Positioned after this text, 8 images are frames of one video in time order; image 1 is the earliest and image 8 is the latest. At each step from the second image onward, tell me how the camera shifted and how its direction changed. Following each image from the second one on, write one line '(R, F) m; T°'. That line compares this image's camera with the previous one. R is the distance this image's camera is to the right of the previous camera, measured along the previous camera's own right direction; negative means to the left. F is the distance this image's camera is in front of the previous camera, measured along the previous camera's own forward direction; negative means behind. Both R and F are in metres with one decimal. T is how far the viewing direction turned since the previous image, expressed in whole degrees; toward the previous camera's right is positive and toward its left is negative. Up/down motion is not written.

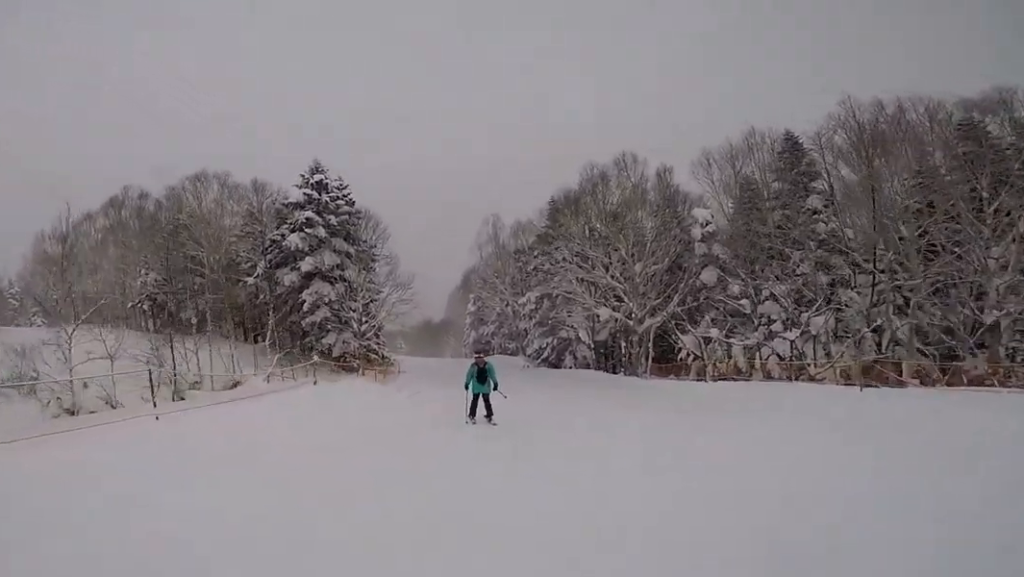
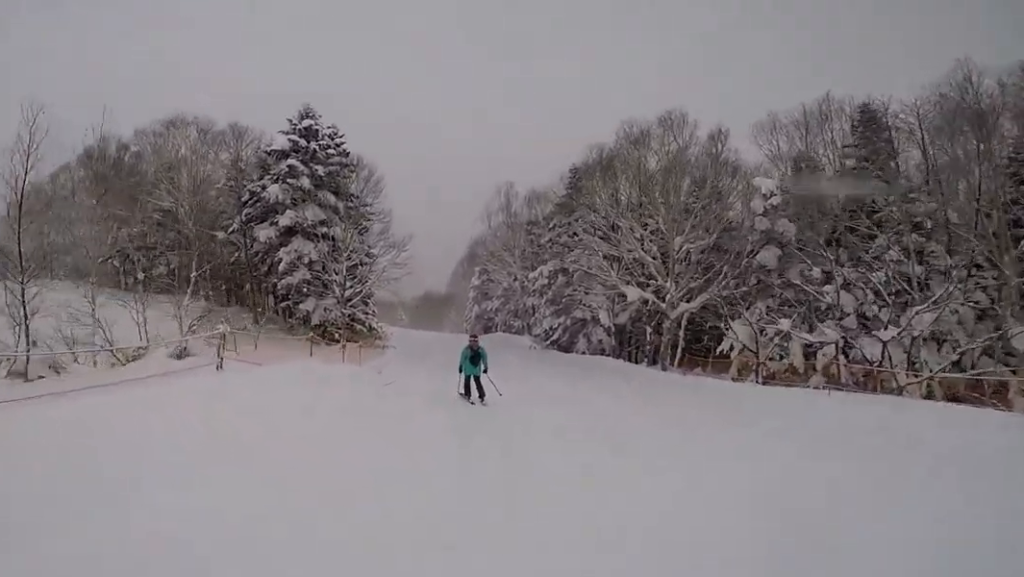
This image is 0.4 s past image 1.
(+0.2, +3.9) m; 0°
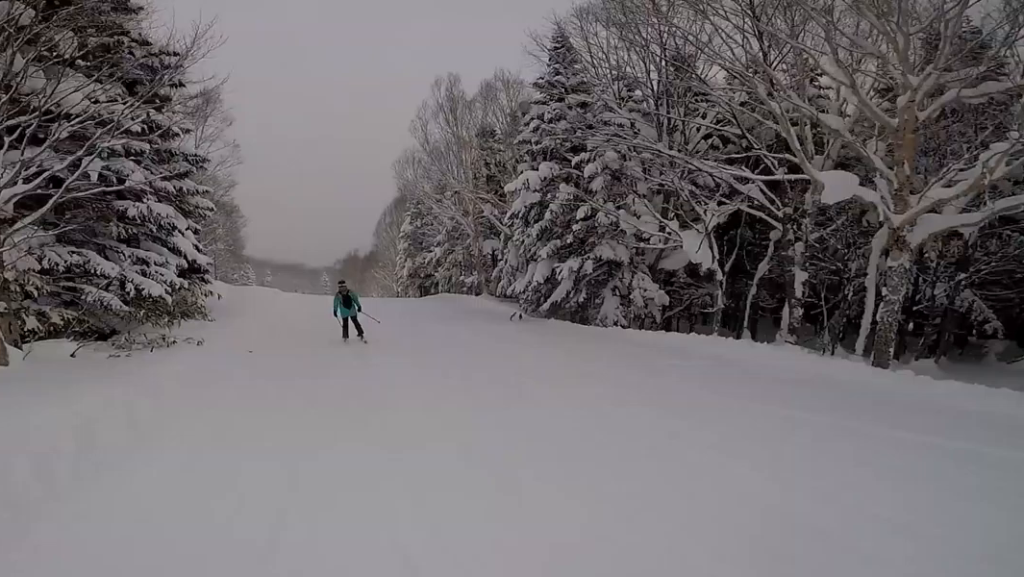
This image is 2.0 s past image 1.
(-0.6, +14.4) m; -8°
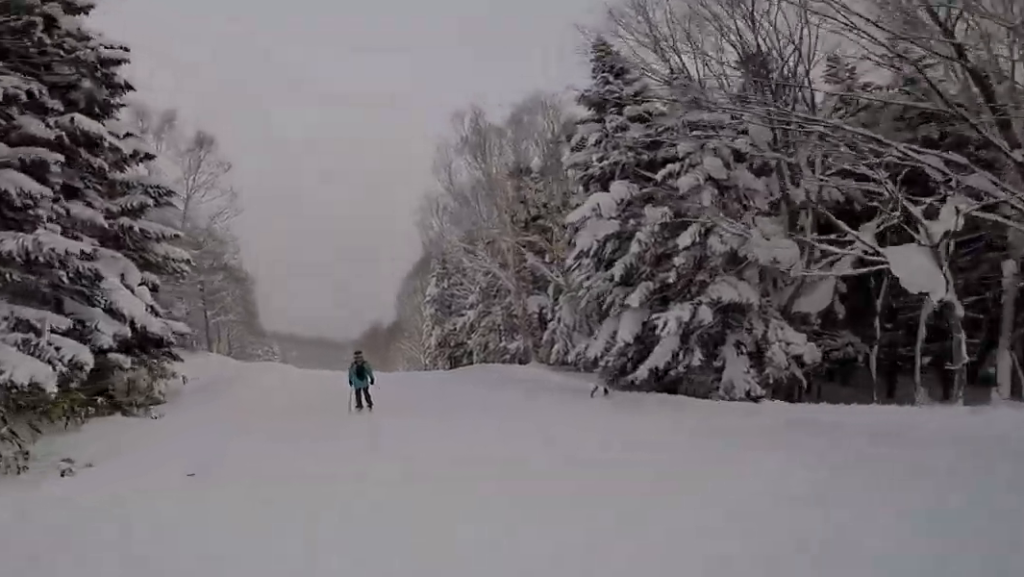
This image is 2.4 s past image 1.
(-0.3, +4.4) m; 0°
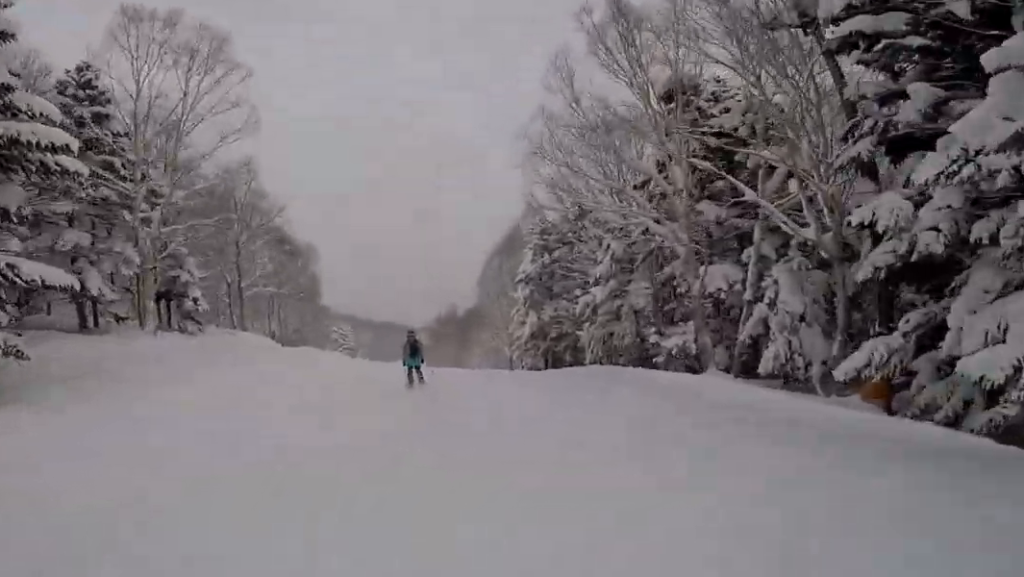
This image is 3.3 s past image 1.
(0.0, +7.9) m; -2°
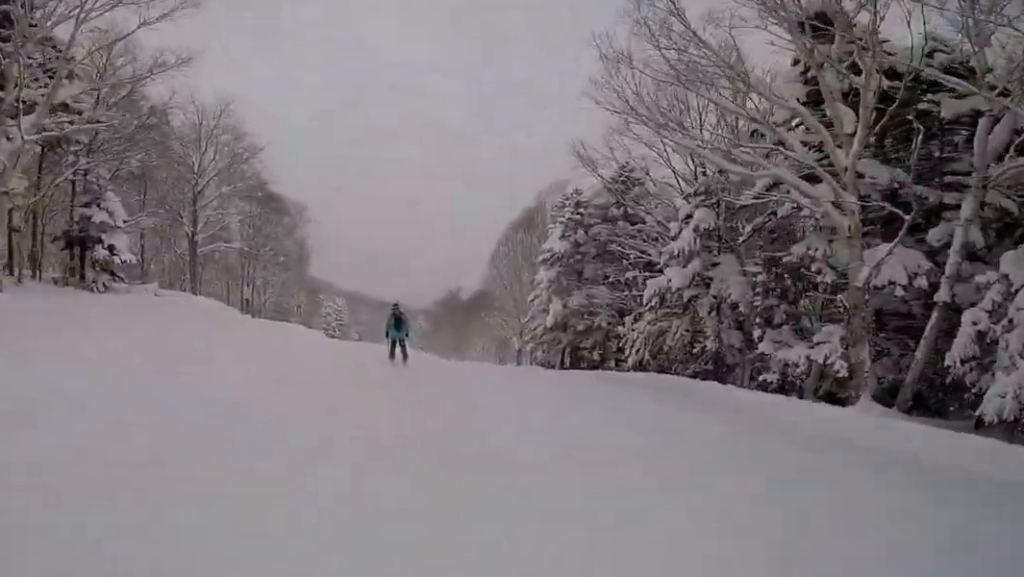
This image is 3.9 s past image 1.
(+0.4, +5.4) m; -2°
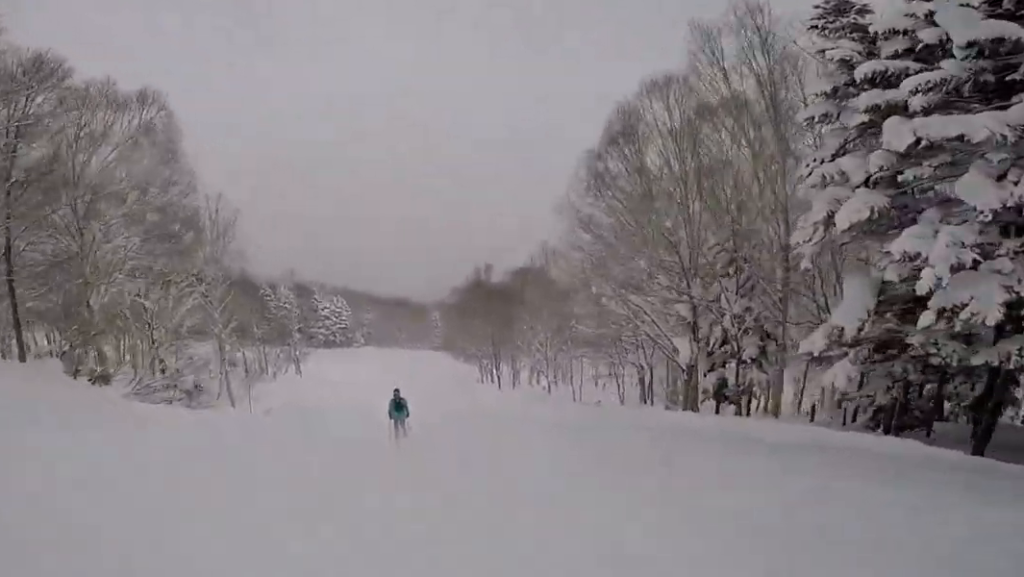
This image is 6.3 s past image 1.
(-0.7, +23.0) m; -2°
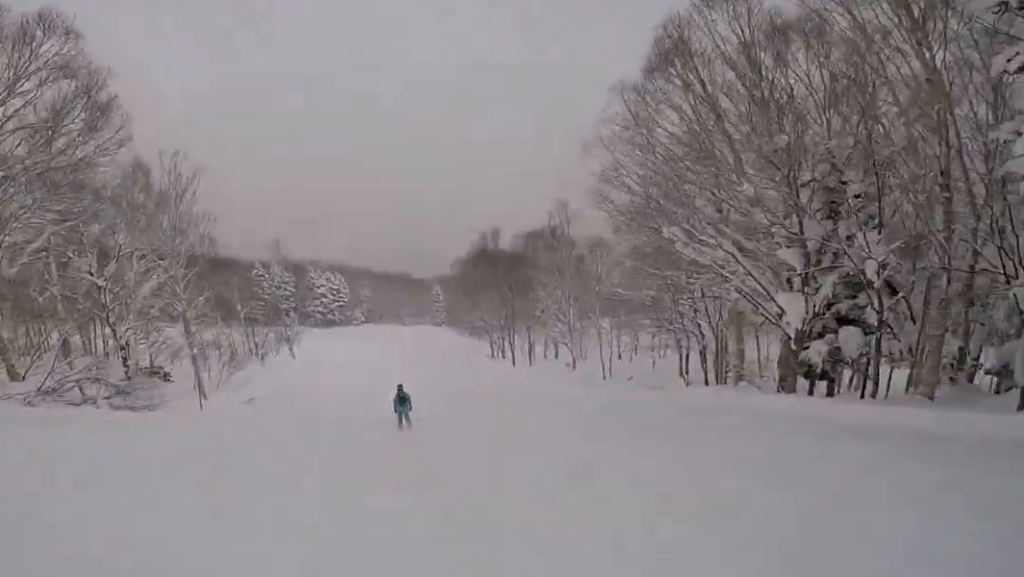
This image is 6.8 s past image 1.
(-0.5, +5.0) m; -2°
